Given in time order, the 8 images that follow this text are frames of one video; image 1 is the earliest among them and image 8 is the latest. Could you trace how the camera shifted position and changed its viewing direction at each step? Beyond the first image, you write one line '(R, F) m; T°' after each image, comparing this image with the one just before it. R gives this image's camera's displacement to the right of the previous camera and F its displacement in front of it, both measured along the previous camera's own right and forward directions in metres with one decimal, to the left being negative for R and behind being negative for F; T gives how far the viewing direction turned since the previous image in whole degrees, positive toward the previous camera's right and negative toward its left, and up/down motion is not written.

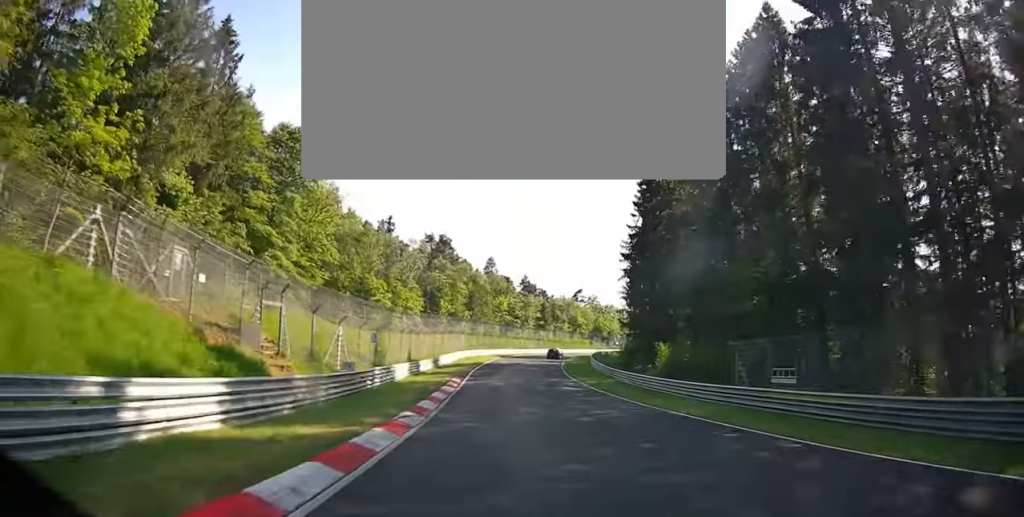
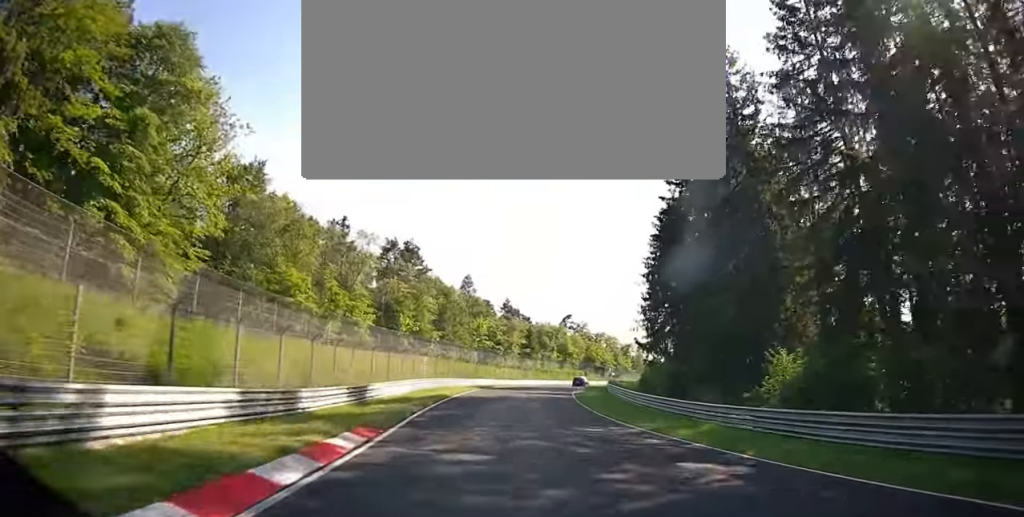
(+0.4, +22.8) m; +2°
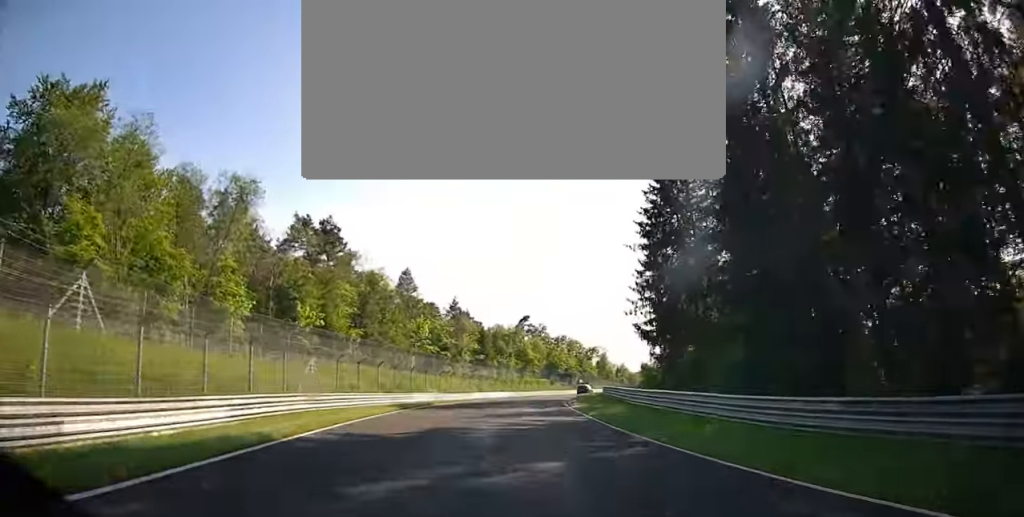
(+0.2, +22.7) m; +2°
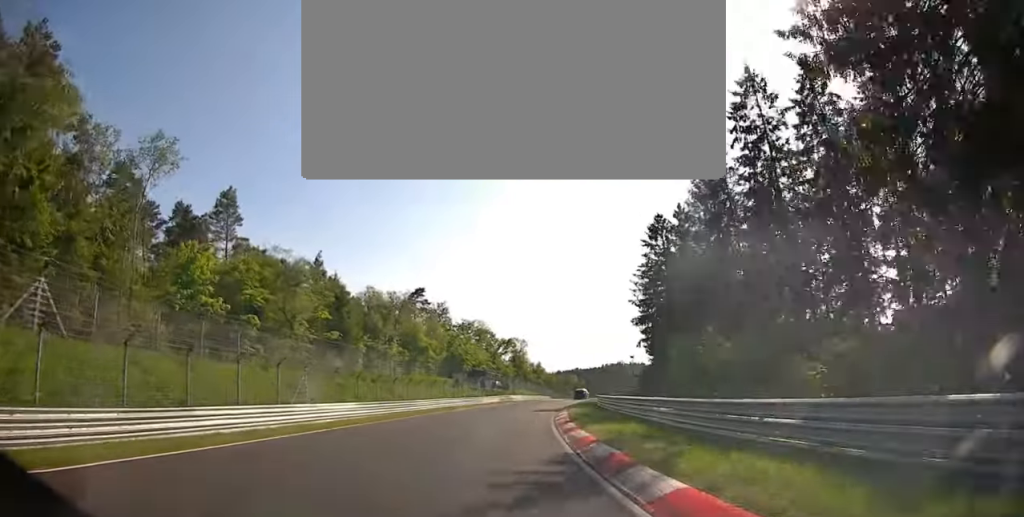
(+3.6, +47.6) m; +11°
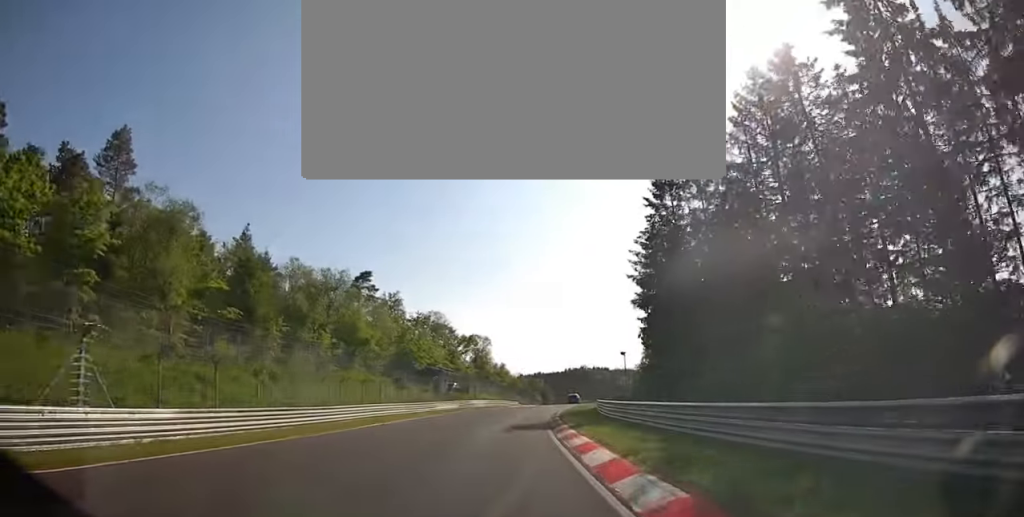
(+0.9, +17.8) m; +5°
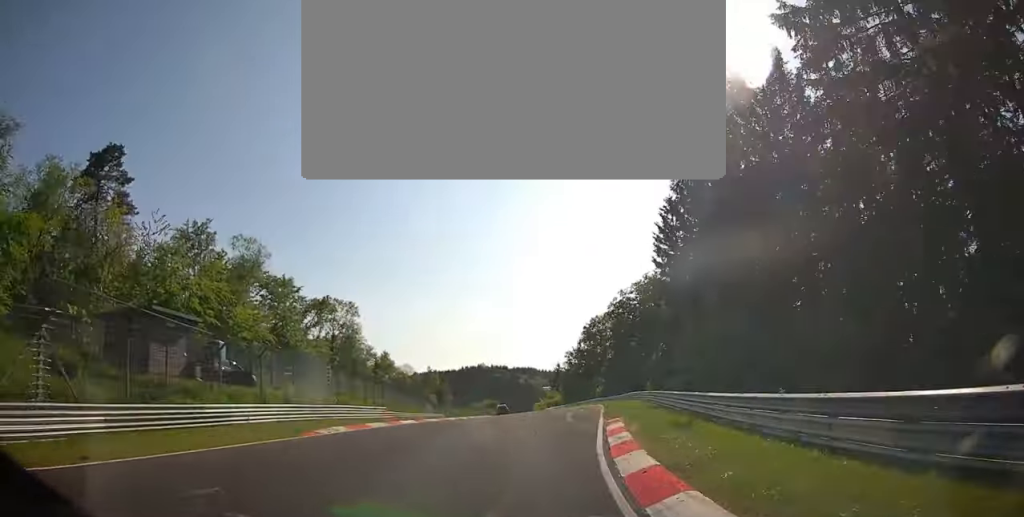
(+5.5, +47.9) m; +10°
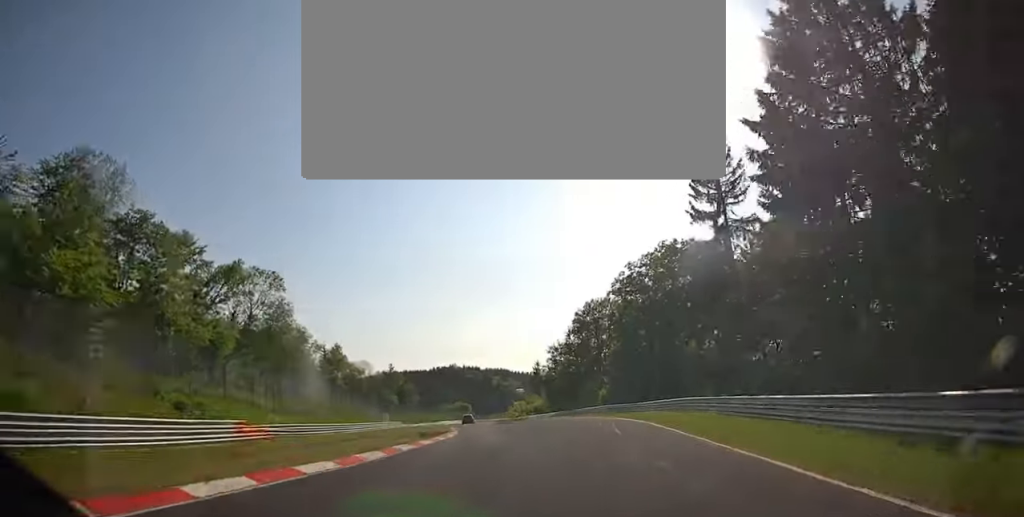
(+0.5, +22.0) m; +2°
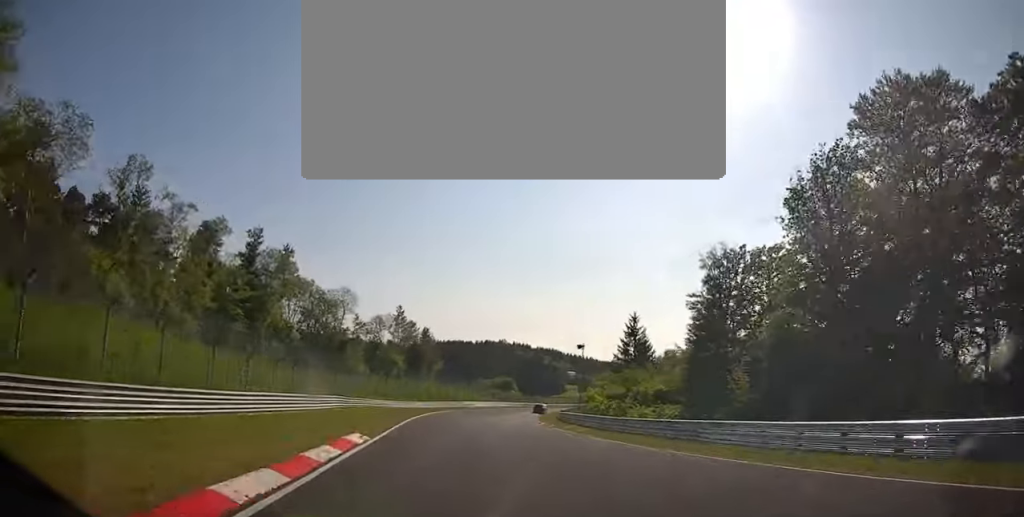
(+1.5, +58.8) m; +2°
